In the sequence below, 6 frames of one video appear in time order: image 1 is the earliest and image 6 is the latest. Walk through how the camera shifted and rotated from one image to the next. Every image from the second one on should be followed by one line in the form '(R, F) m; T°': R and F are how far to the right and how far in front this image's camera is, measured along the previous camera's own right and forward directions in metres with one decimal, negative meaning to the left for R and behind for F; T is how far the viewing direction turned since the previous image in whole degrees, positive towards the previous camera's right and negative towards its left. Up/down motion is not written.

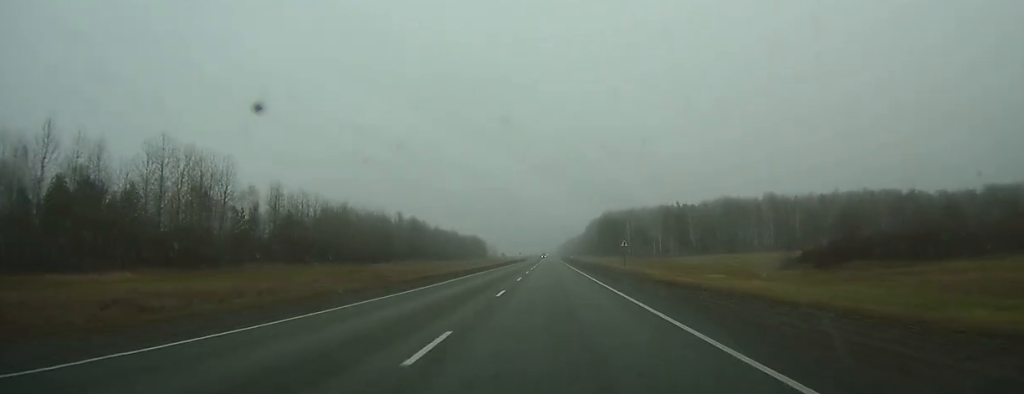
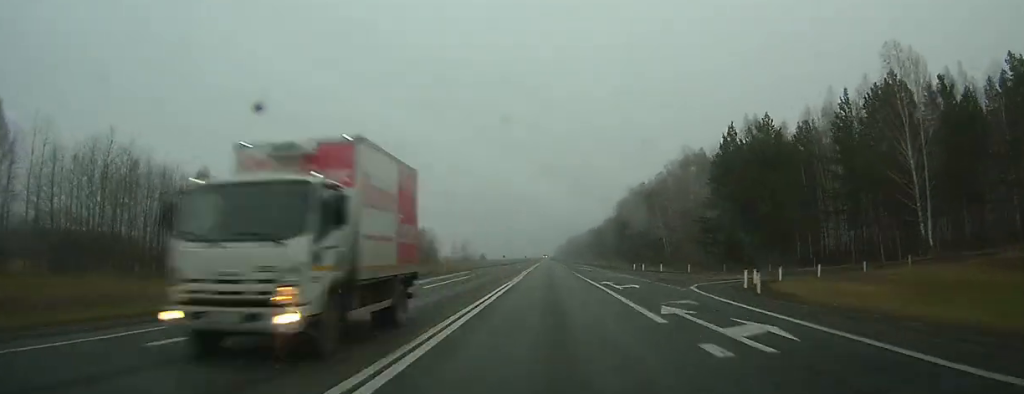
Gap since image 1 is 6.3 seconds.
(+0.8, +187.3) m; 0°
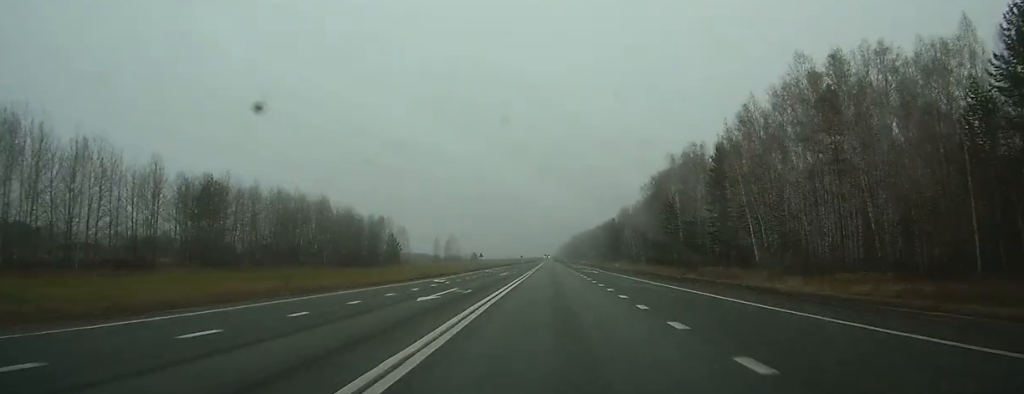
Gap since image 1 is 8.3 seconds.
(-0.1, +61.2) m; 0°
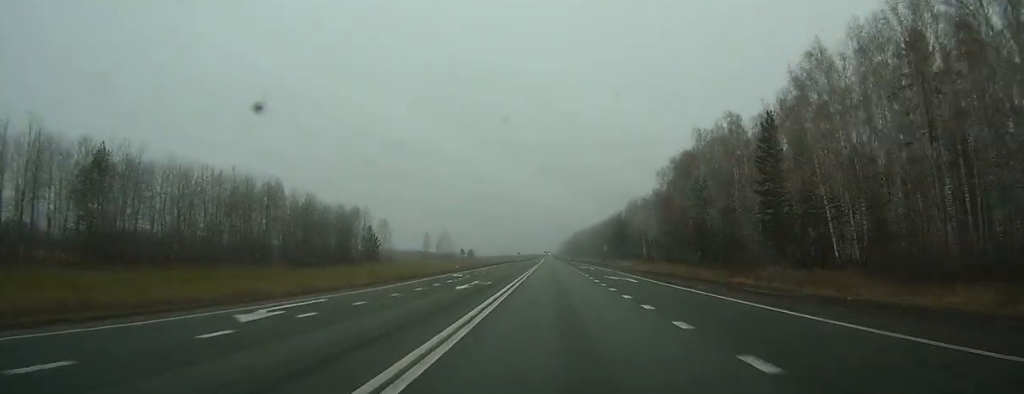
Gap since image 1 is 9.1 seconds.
(0.0, +23.7) m; 0°
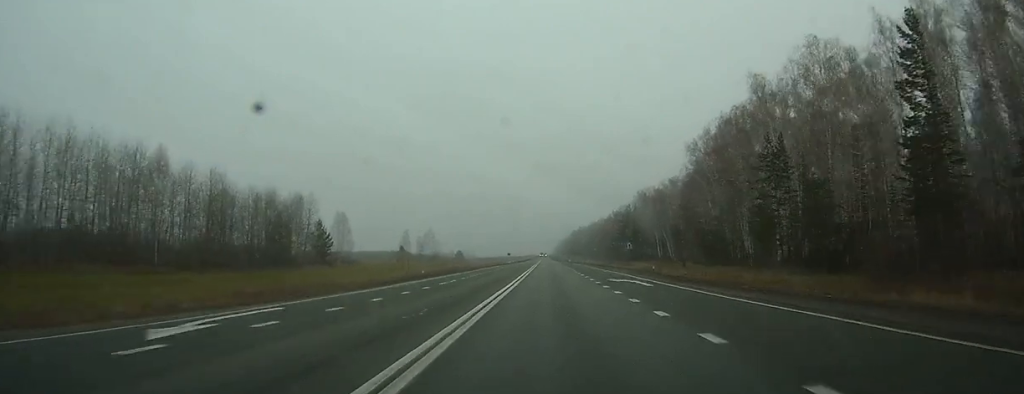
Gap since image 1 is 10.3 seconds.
(+0.1, +33.7) m; 0°
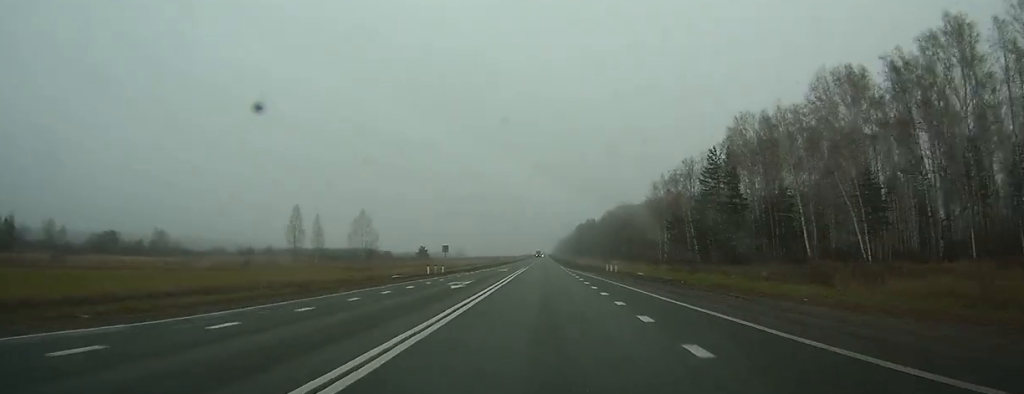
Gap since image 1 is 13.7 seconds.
(-0.2, +104.2) m; 0°
